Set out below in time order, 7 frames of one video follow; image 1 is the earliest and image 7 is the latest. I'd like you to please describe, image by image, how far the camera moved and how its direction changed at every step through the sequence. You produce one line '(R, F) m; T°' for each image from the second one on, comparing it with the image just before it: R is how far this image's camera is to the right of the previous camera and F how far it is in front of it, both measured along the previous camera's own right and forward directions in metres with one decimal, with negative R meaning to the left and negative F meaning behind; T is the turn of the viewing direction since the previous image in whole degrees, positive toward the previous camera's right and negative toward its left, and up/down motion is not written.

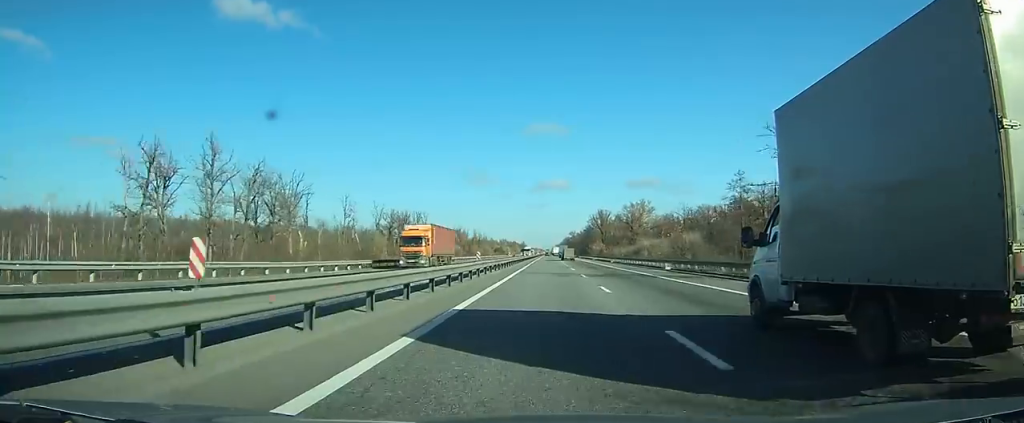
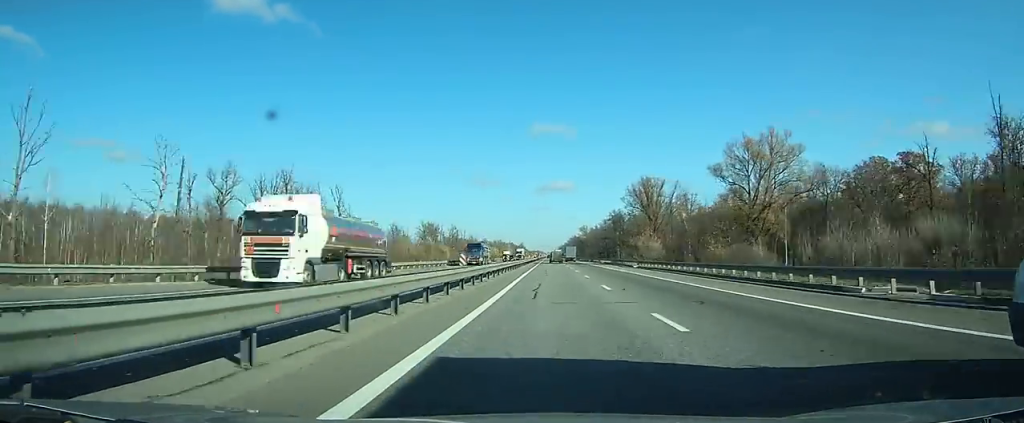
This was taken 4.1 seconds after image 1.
(-0.2, +108.2) m; 0°
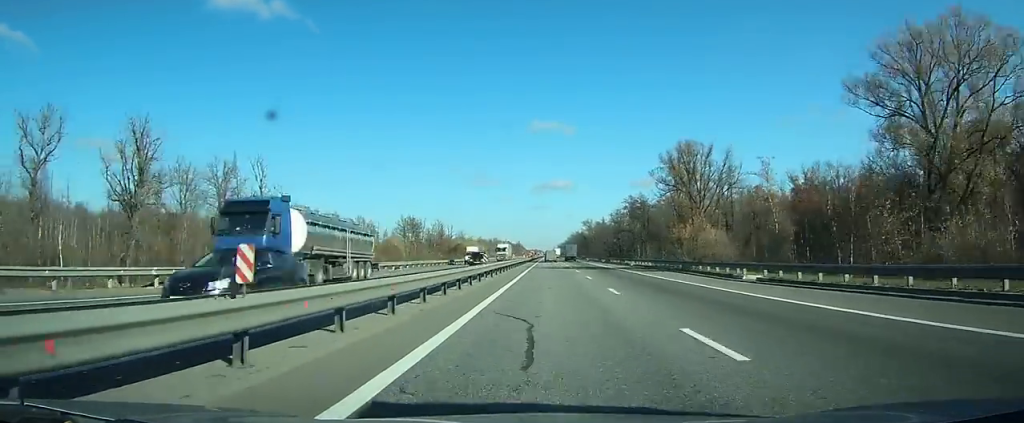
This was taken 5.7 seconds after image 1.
(0.0, +38.9) m; 0°
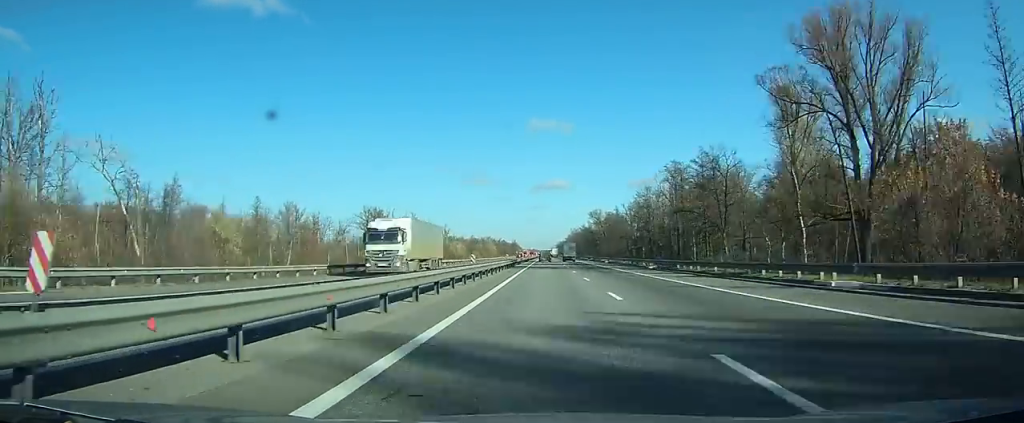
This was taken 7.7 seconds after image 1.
(+0.1, +48.8) m; 0°
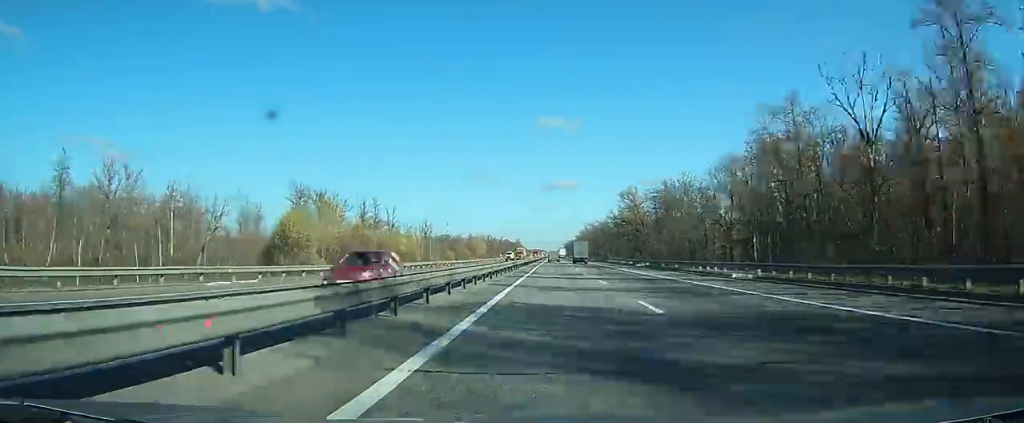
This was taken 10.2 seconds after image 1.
(-0.5, +62.7) m; 0°
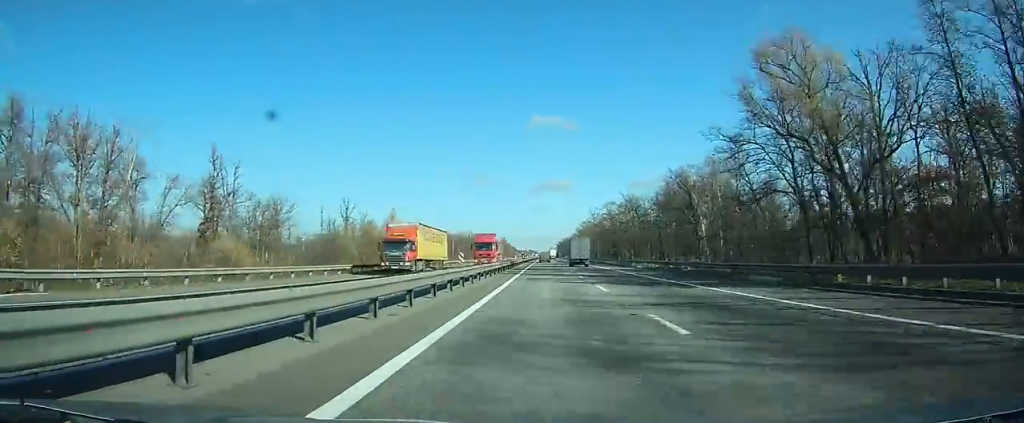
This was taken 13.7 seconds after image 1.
(+0.5, +91.5) m; 0°
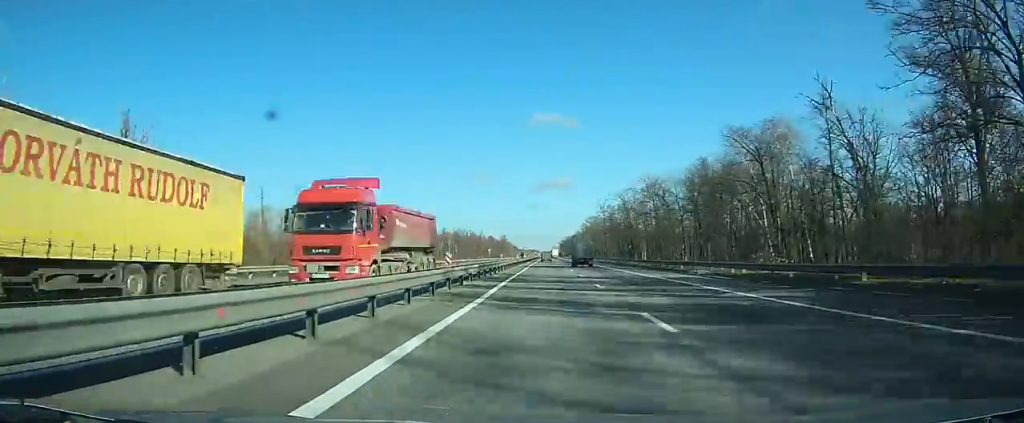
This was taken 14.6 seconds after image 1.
(0.0, +23.9) m; 0°
